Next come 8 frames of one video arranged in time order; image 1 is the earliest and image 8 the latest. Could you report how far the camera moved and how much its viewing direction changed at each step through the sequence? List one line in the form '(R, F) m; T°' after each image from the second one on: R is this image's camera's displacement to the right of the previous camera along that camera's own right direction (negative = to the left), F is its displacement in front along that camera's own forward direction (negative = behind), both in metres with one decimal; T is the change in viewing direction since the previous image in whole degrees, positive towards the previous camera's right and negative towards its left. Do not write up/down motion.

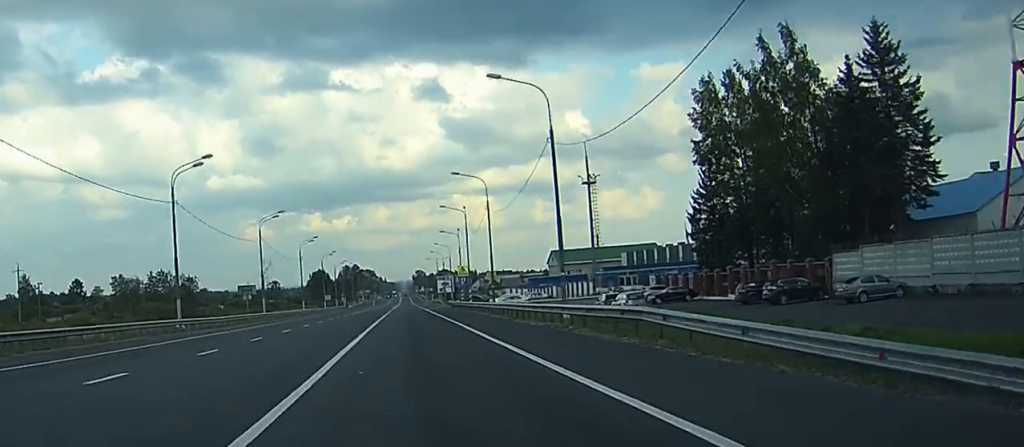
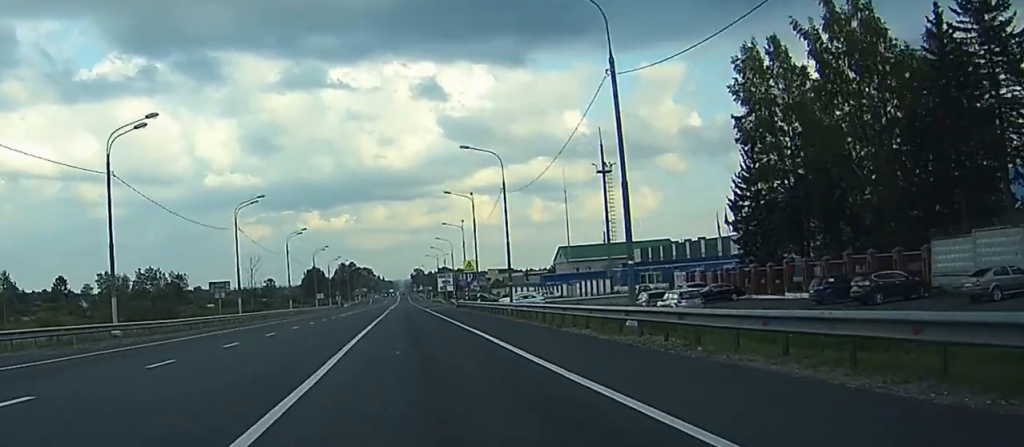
(0.0, +12.4) m; 0°
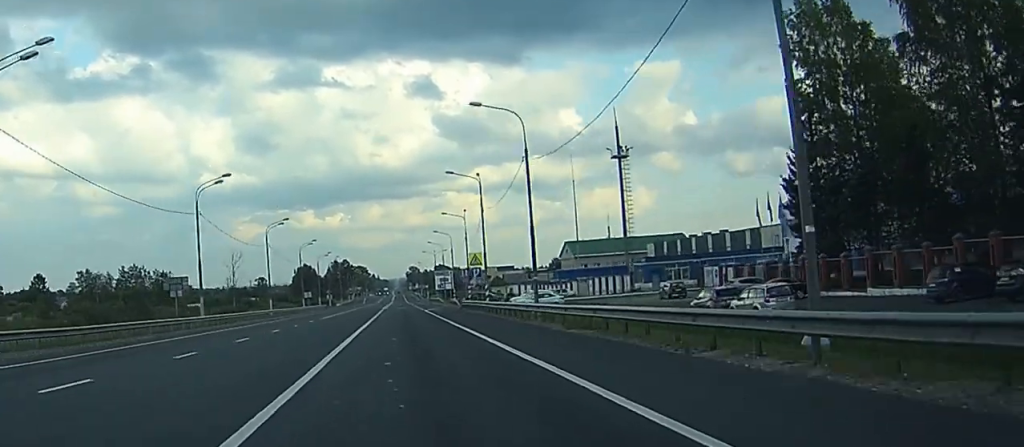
(0.0, +13.1) m; 0°
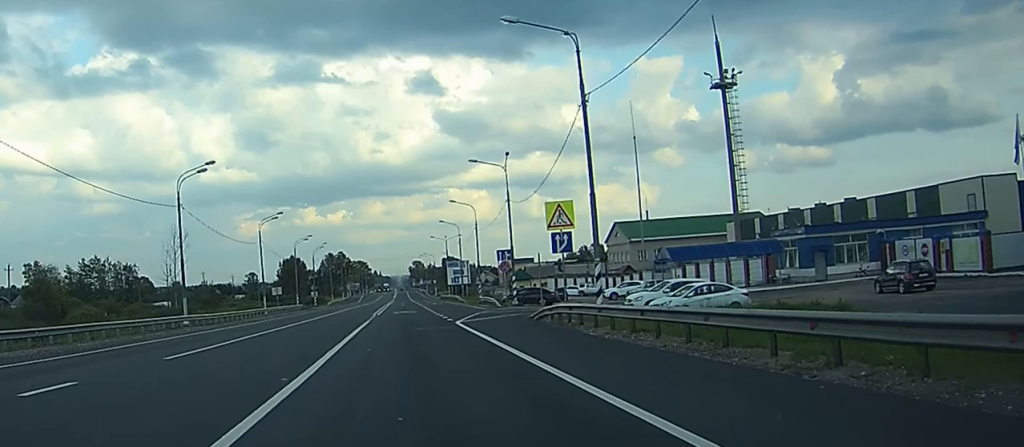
(-0.1, +40.2) m; 0°
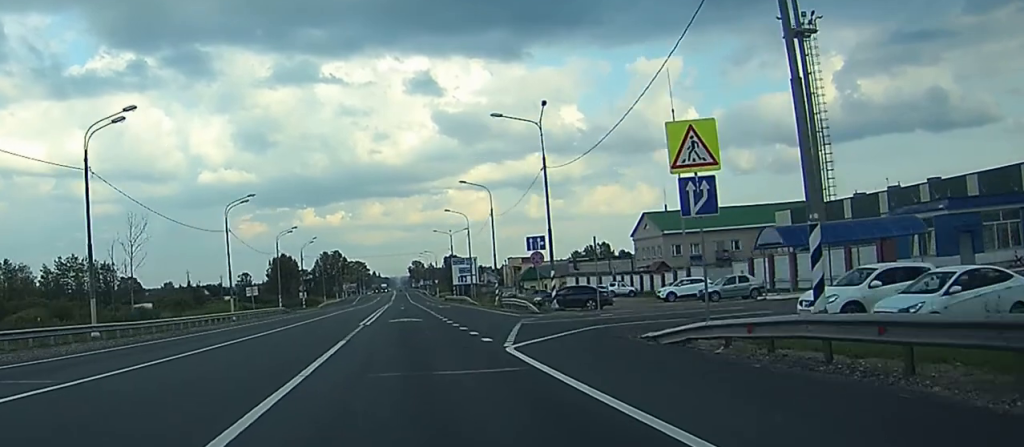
(+0.1, +17.6) m; 0°
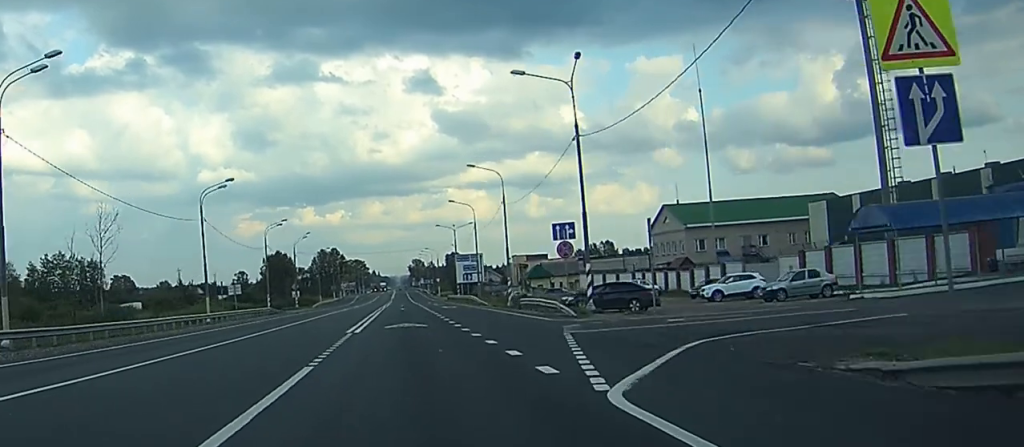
(0.0, +9.6) m; 0°
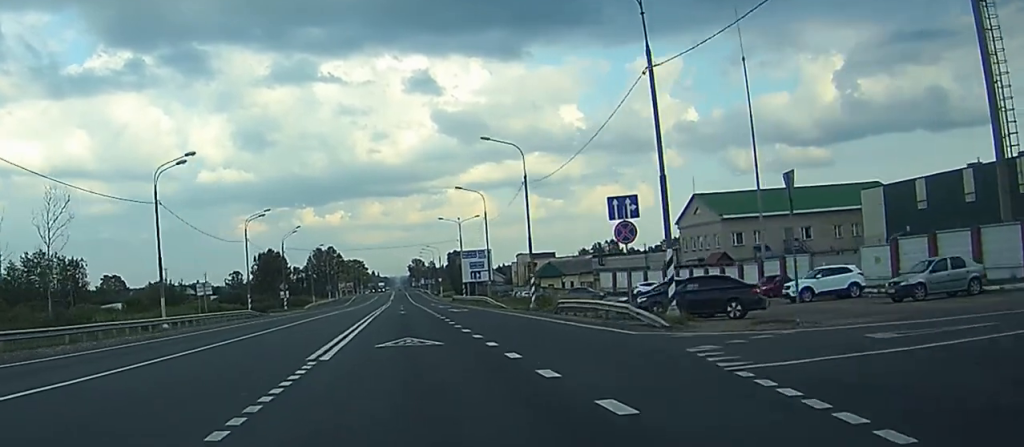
(0.0, +12.5) m; 0°
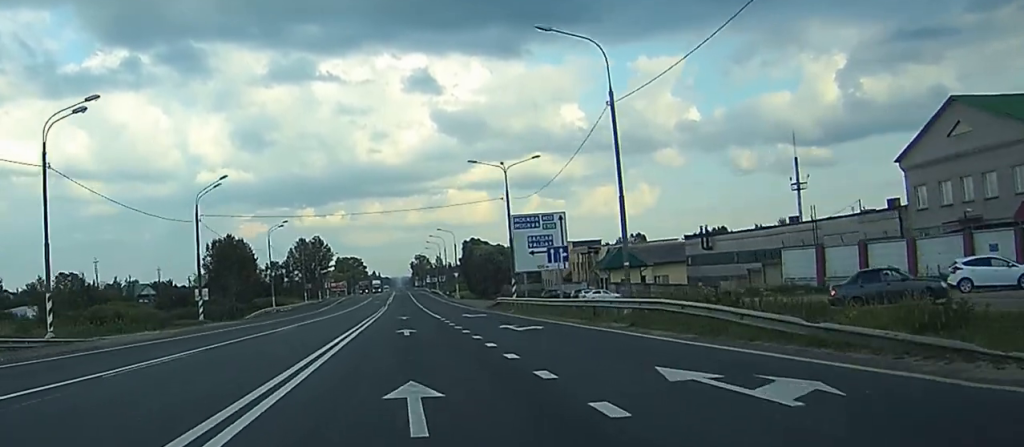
(0.0, +51.2) m; 0°
